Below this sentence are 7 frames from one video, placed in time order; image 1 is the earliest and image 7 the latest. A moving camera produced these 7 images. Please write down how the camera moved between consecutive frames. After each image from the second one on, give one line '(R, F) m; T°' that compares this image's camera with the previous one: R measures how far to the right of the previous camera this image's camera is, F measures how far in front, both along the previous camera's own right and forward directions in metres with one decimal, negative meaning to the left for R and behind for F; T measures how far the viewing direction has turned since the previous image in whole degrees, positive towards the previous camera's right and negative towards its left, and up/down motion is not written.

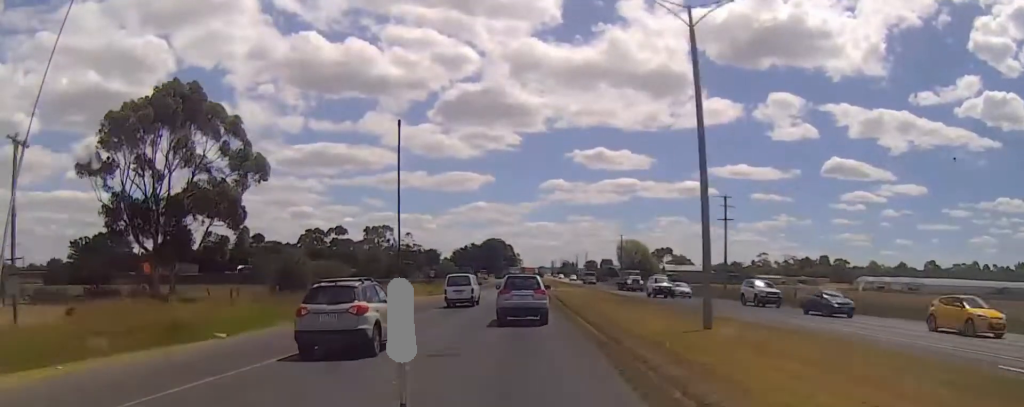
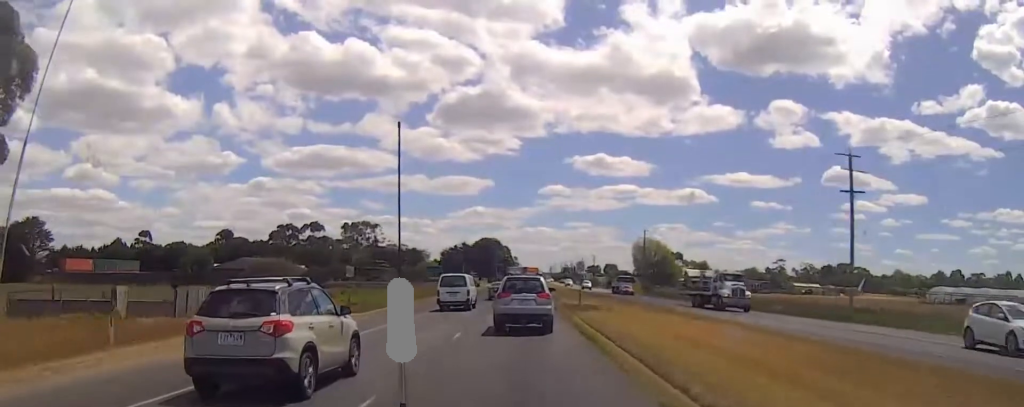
(0.0, +34.6) m; 0°
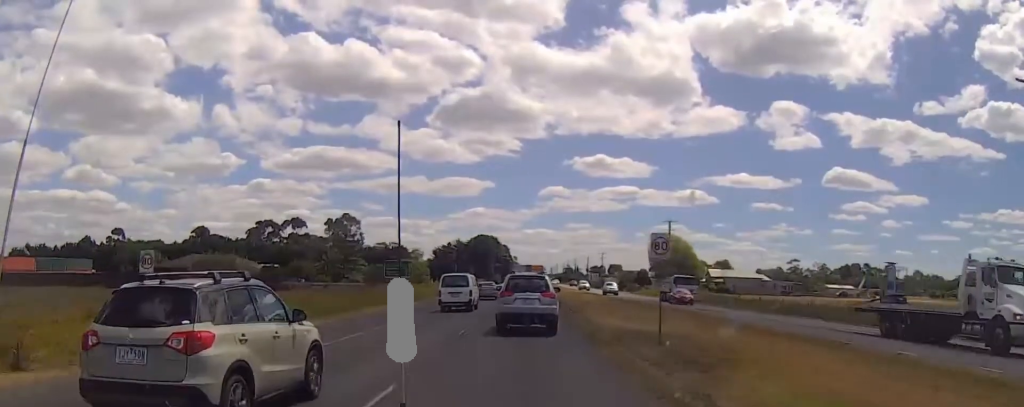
(+0.3, +22.8) m; +1°
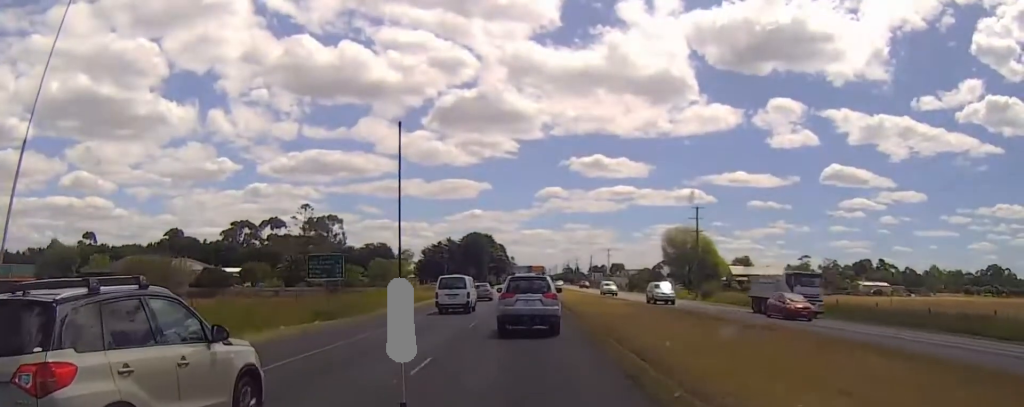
(-0.2, +19.3) m; -1°
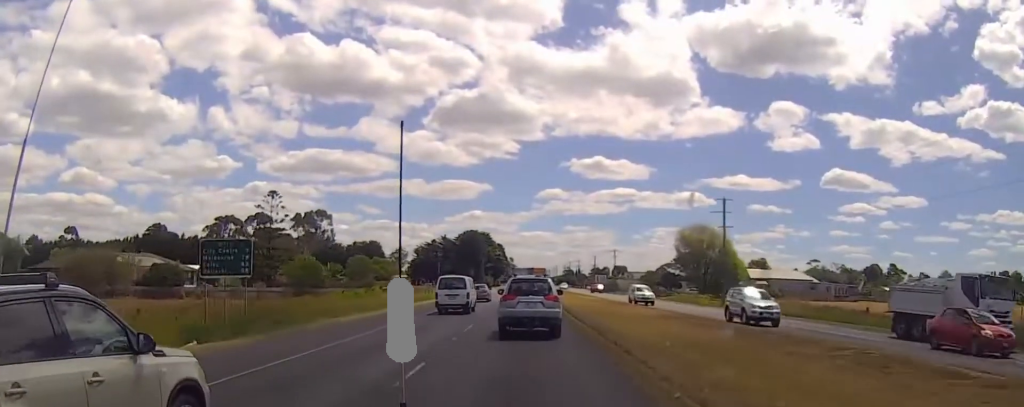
(0.0, +12.5) m; 0°
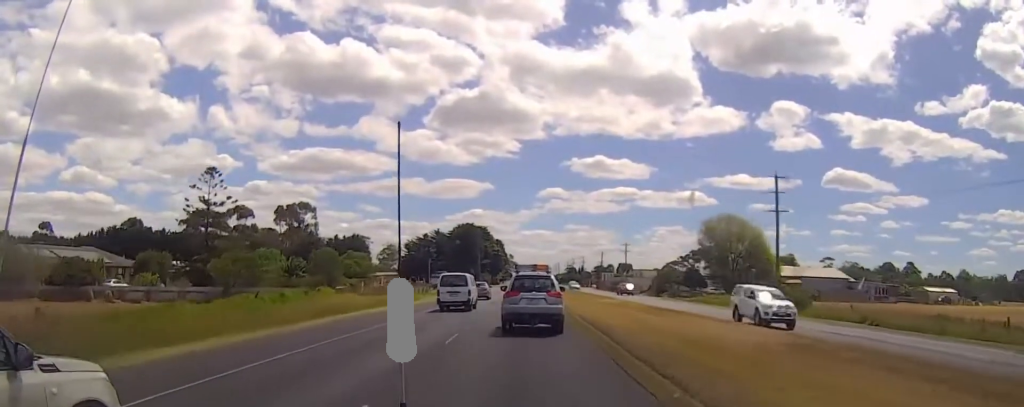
(0.0, +16.8) m; 0°
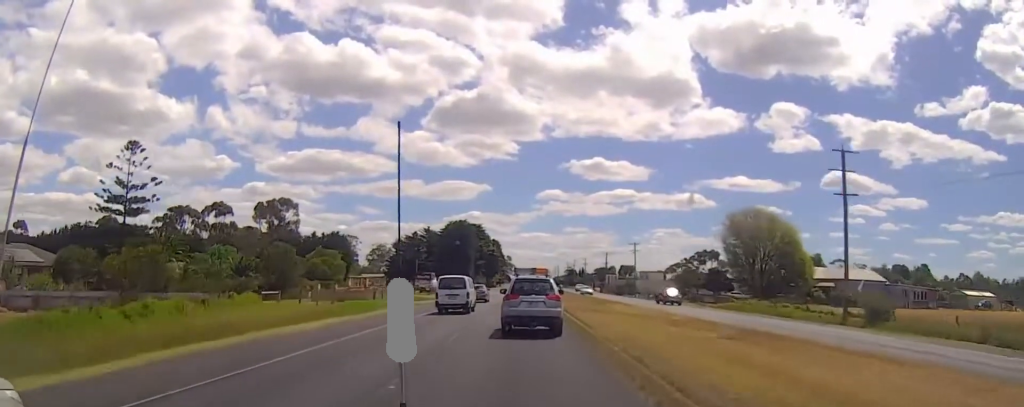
(0.0, +14.4) m; 0°
